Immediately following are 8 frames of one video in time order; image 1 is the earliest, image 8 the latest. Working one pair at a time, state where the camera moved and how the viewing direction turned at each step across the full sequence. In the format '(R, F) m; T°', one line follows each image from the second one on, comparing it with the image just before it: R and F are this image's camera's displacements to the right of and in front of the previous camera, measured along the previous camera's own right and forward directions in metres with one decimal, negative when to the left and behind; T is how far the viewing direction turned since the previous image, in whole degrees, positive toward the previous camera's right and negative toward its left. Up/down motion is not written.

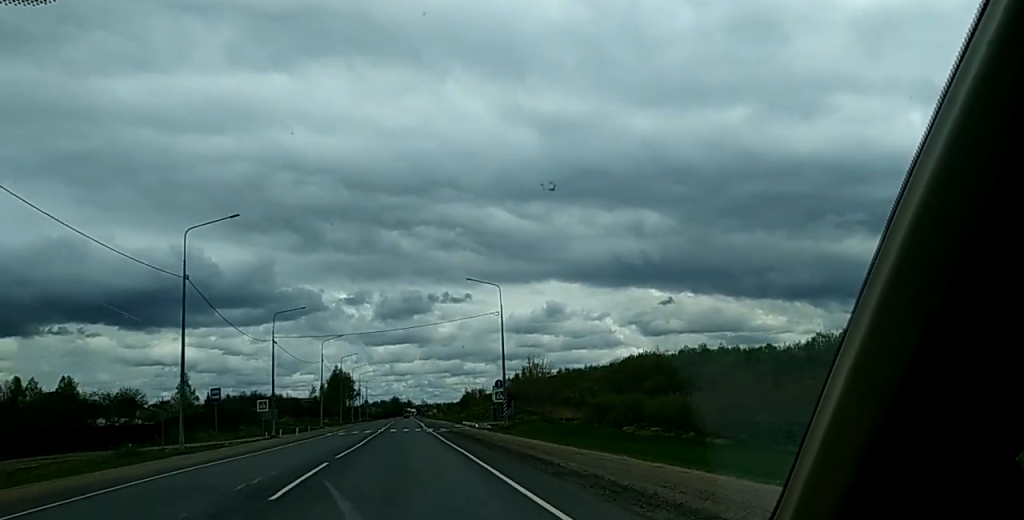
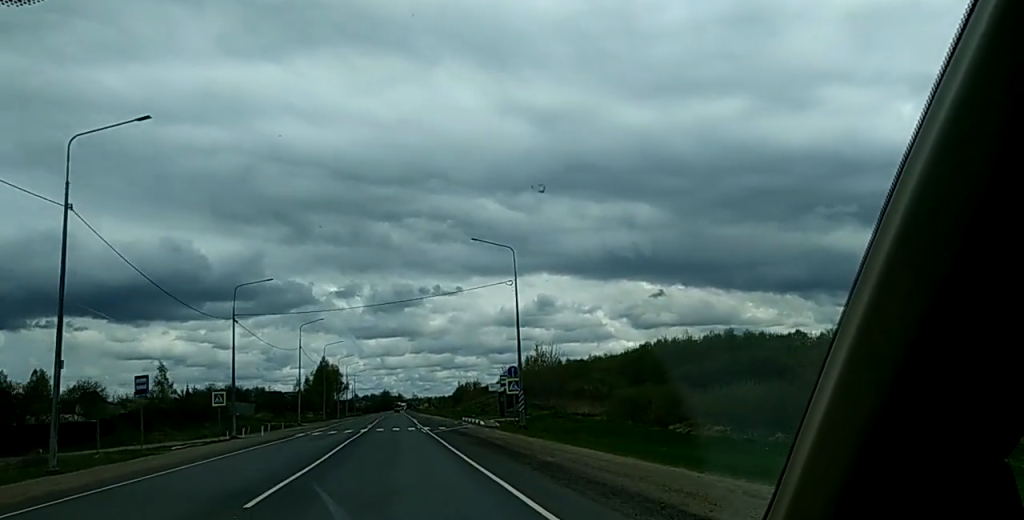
(0.0, +13.7) m; 0°
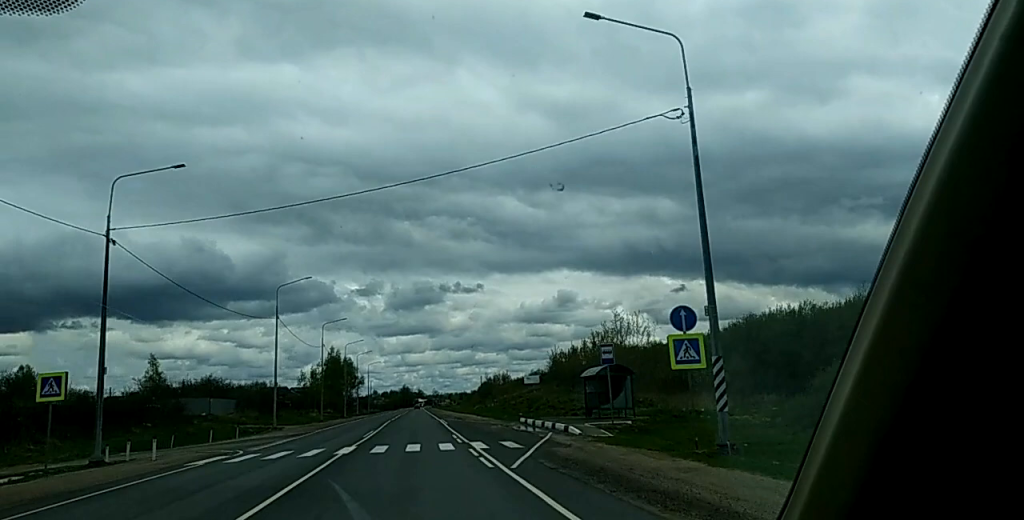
(+0.3, +29.2) m; +1°
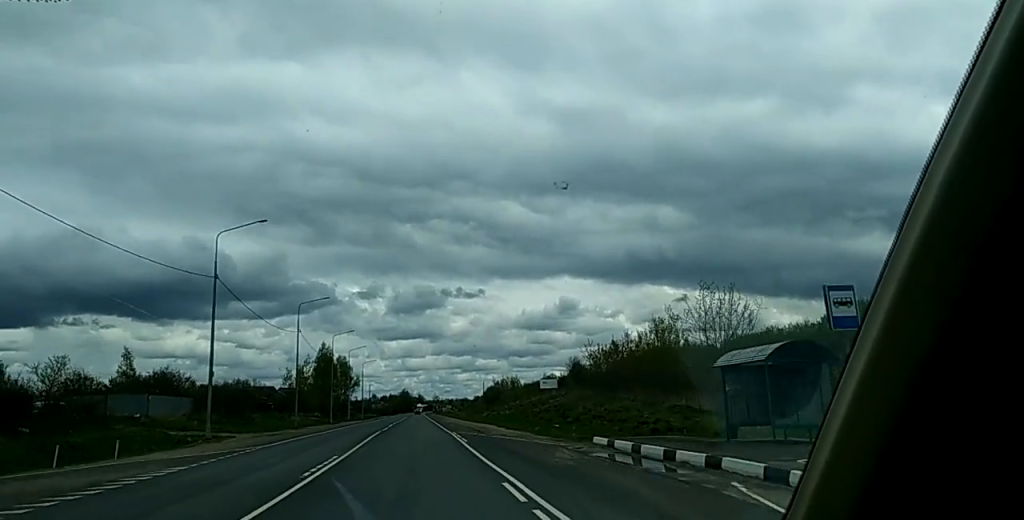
(+0.3, +20.1) m; 0°
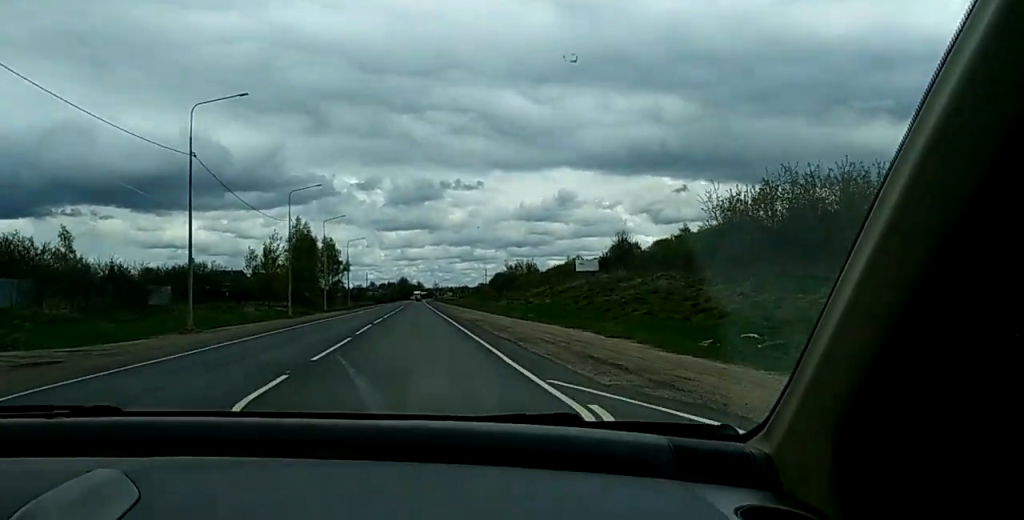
(-0.7, +35.5) m; -1°
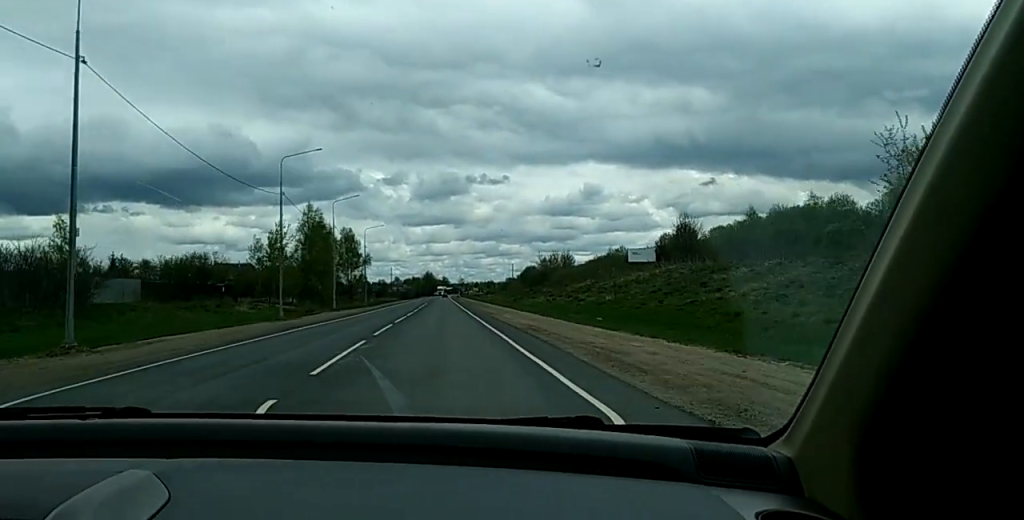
(0.0, +15.4) m; 0°
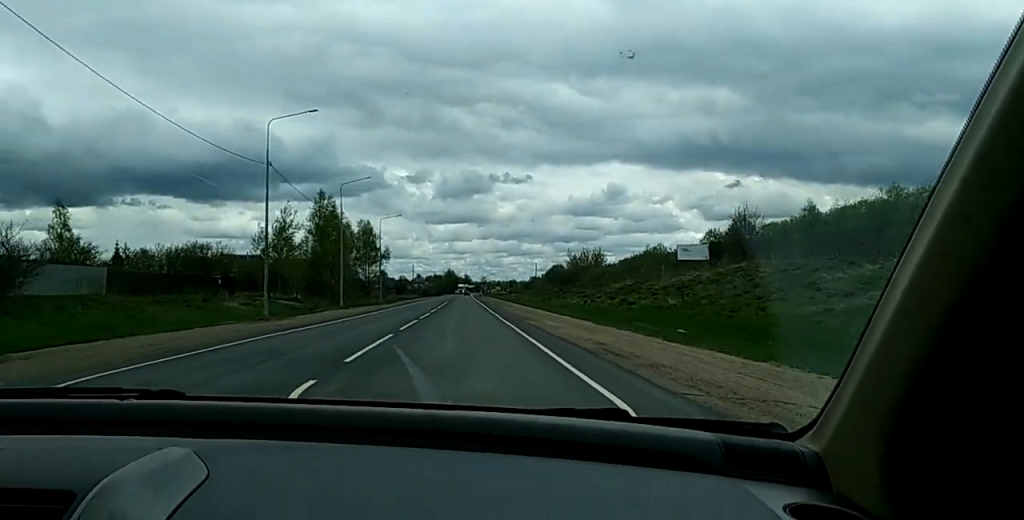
(0.0, +10.9) m; 0°
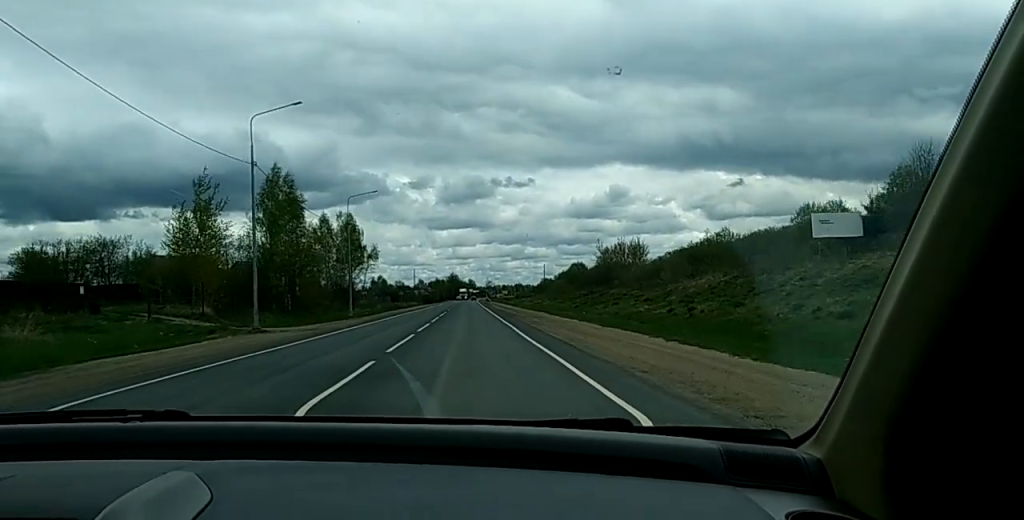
(0.0, +29.8) m; 0°
